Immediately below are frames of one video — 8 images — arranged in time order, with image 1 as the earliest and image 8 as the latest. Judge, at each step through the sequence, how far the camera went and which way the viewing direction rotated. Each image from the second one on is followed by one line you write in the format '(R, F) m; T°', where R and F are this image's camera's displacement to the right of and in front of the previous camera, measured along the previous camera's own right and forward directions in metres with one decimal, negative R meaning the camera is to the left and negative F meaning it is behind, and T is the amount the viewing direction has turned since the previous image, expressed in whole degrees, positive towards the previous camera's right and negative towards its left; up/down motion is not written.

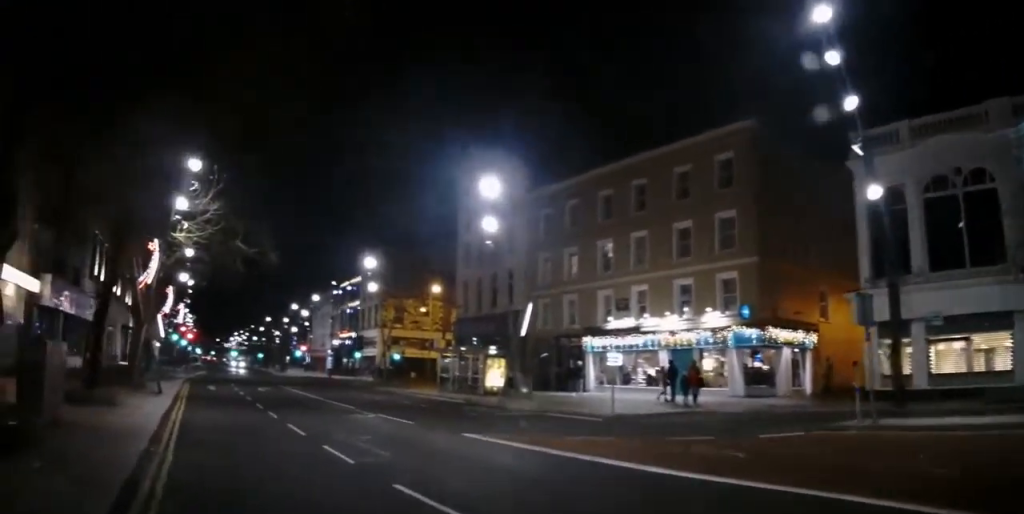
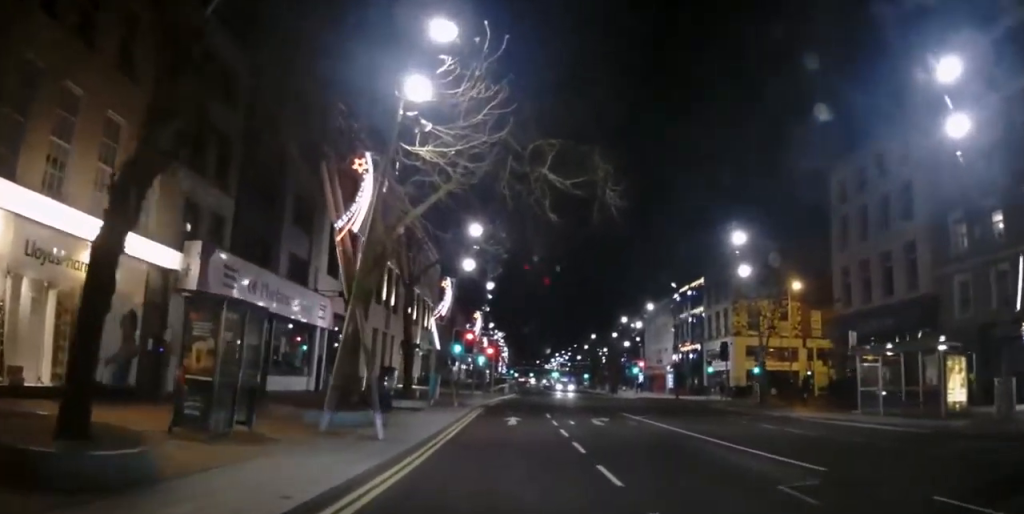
(-3.8, +11.3) m; -27°
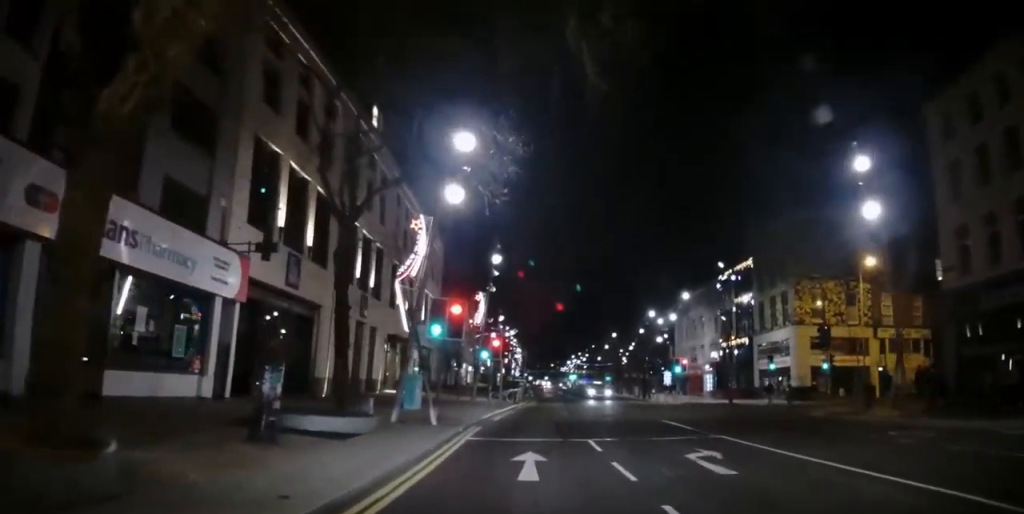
(-0.3, +10.9) m; -3°
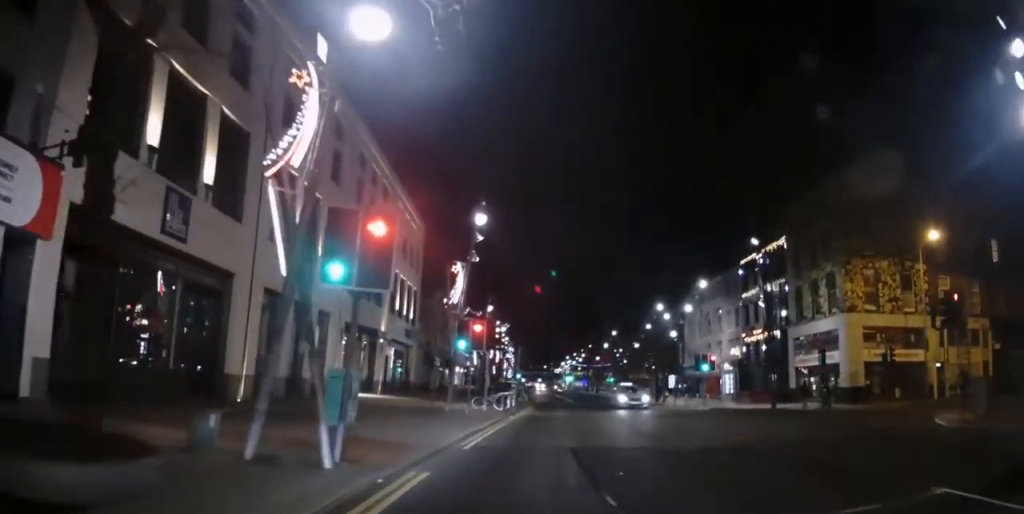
(-0.1, +8.6) m; +1°
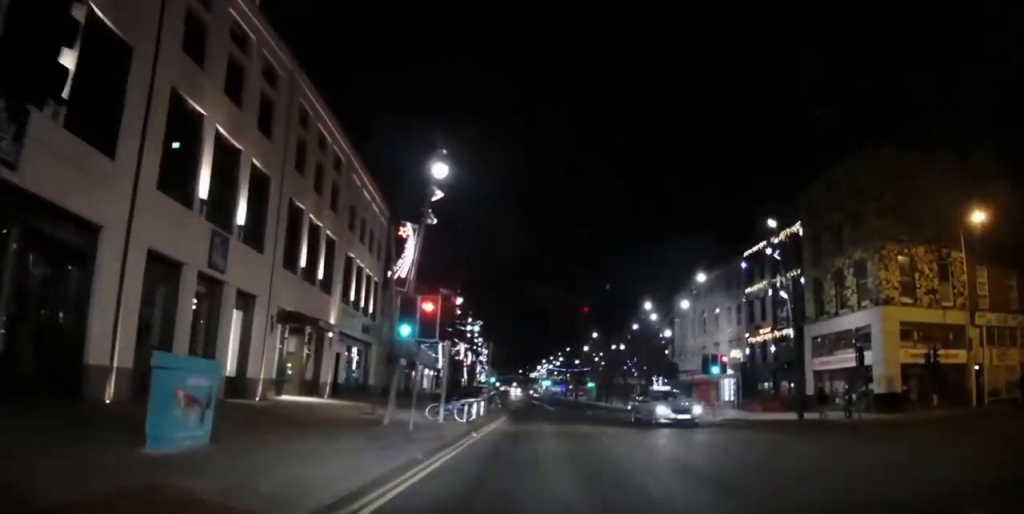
(+0.1, +6.5) m; +2°
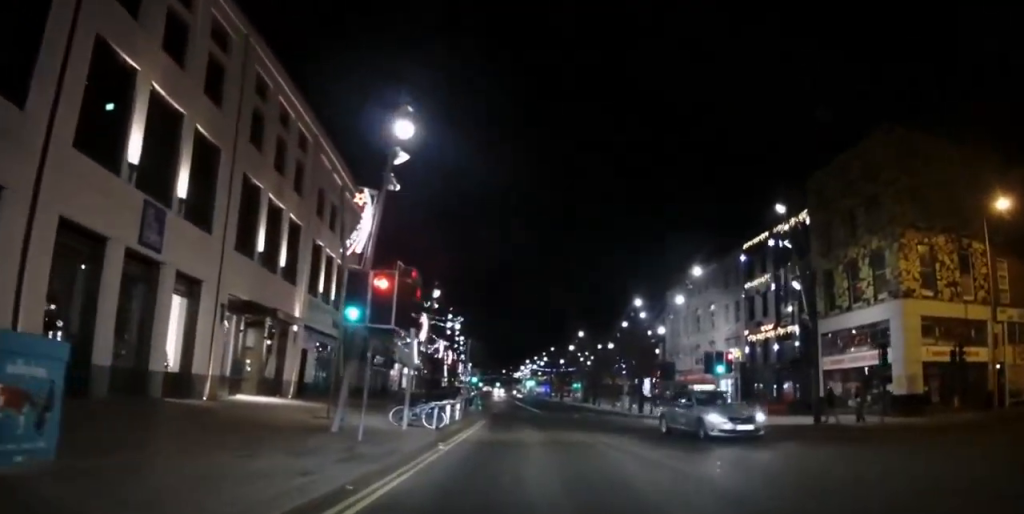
(0.0, +3.3) m; +1°
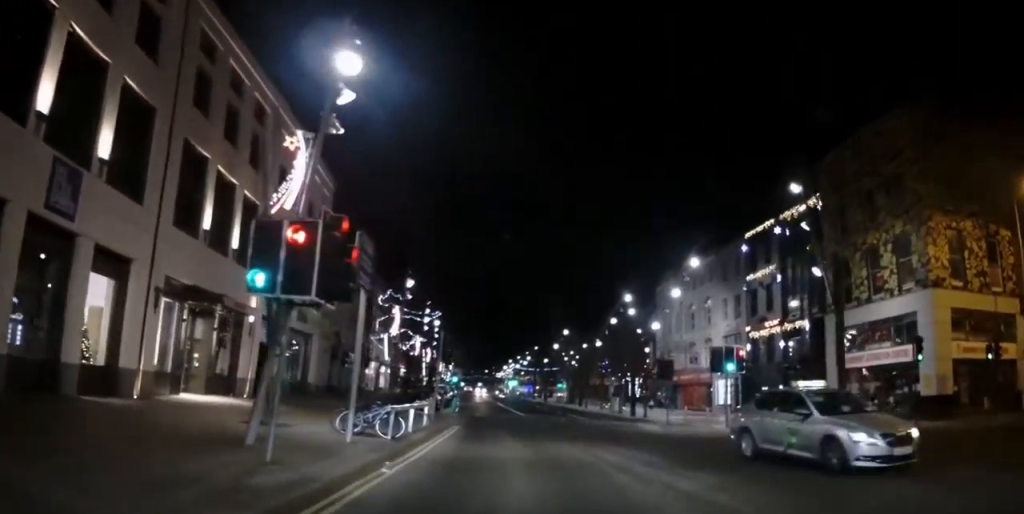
(+0.1, +3.7) m; +1°
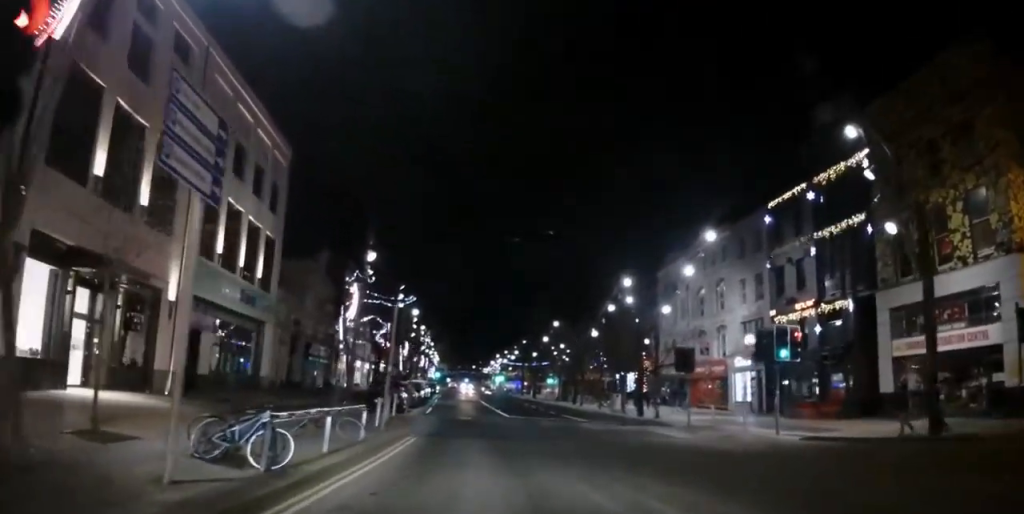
(+0.1, +6.5) m; +2°
